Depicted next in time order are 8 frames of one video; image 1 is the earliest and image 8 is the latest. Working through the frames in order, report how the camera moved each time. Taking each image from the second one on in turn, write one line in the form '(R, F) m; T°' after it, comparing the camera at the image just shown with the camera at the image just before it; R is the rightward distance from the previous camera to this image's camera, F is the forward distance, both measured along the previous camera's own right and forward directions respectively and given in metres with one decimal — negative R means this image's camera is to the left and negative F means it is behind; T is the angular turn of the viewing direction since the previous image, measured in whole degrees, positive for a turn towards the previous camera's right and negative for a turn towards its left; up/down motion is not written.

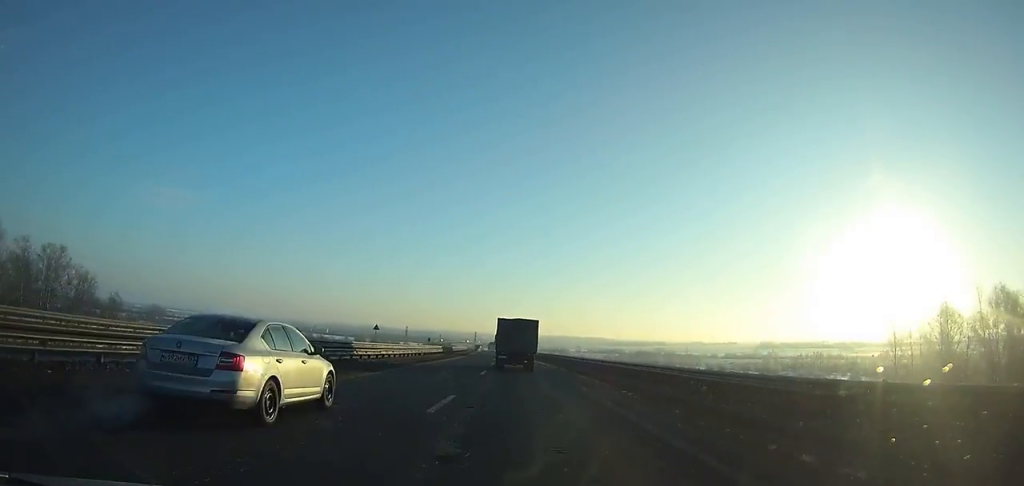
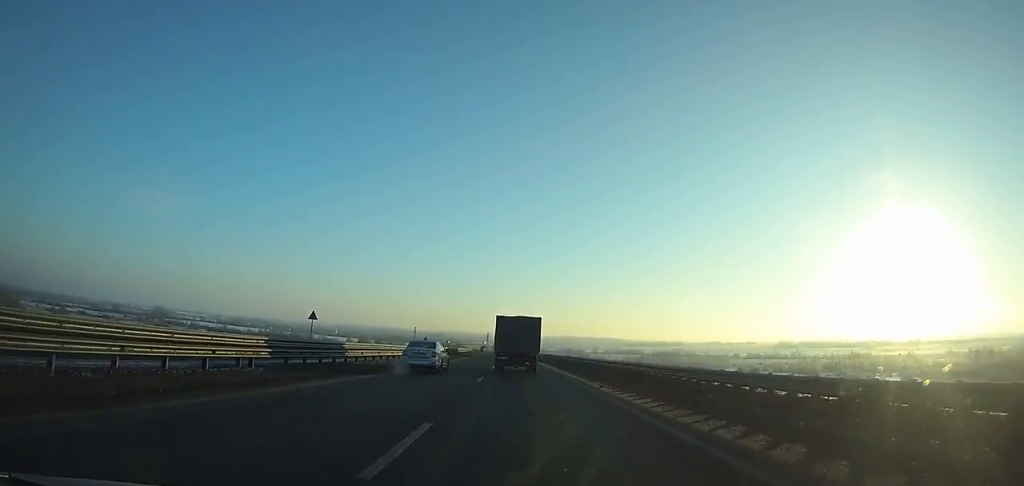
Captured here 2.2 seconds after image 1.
(-0.9, +39.5) m; -2°
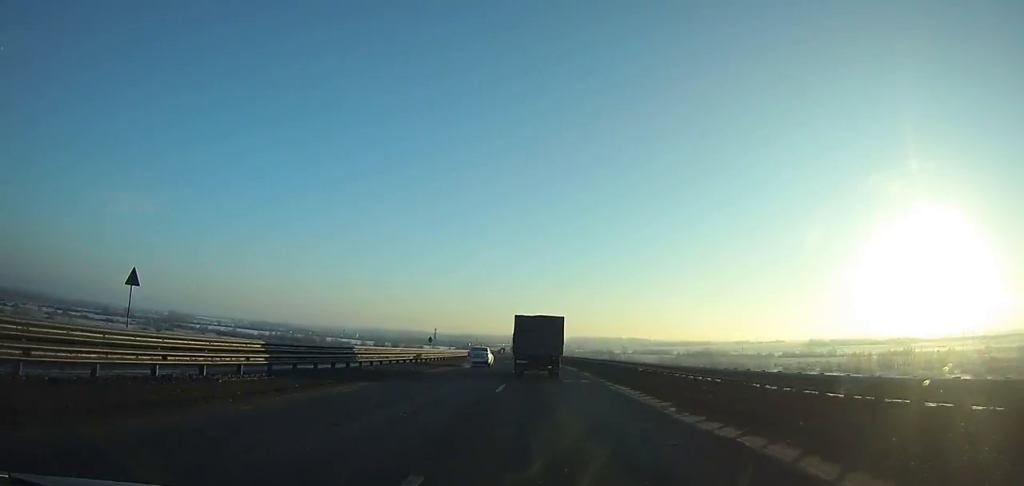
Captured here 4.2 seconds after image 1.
(-0.6, +37.4) m; -1°
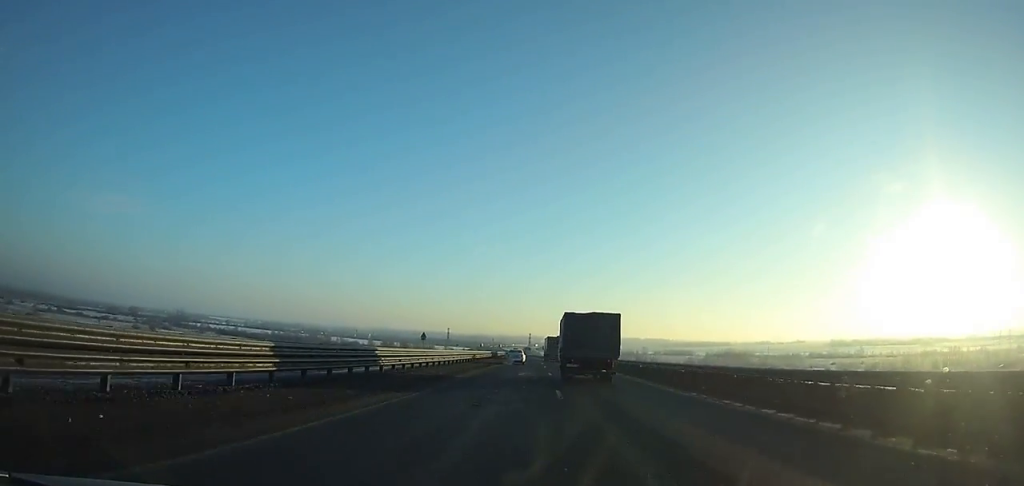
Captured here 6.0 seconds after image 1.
(-0.7, +34.6) m; -1°
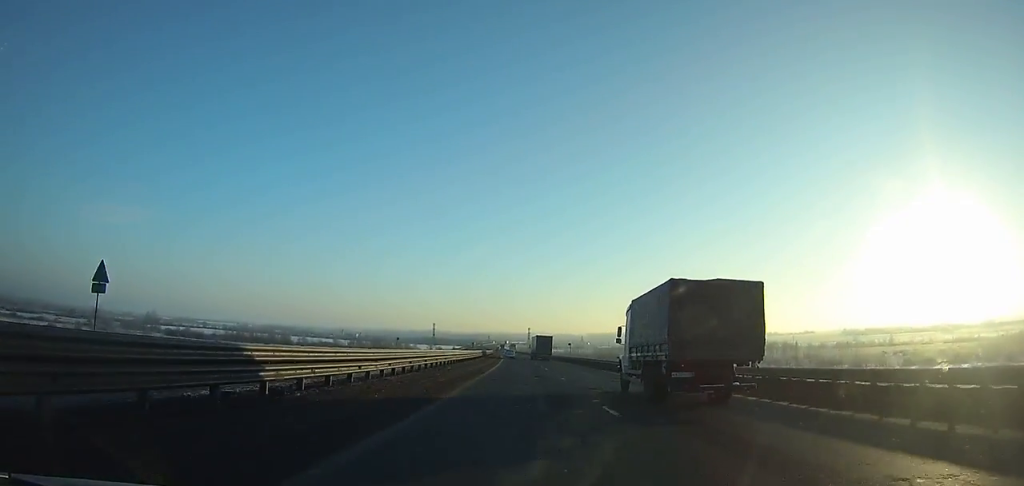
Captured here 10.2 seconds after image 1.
(0.0, +87.2) m; -1°
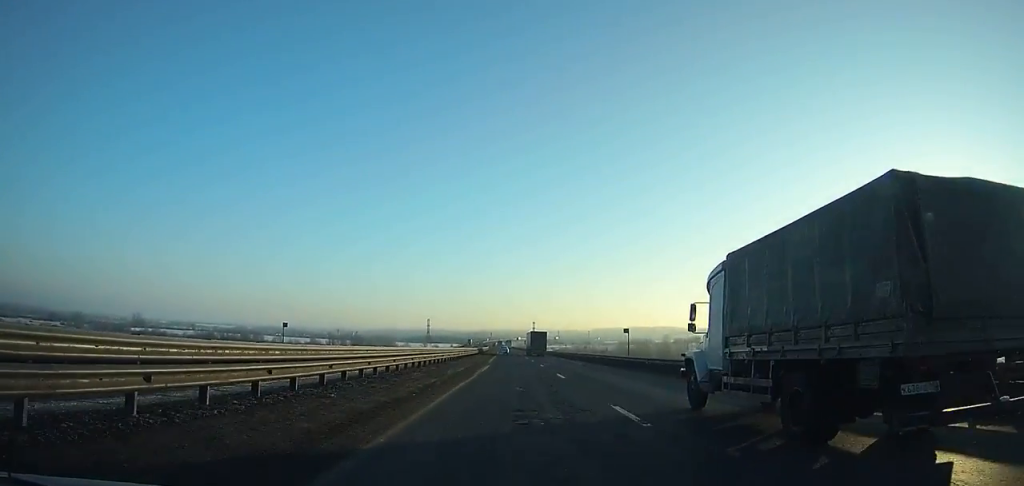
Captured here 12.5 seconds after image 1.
(-0.3, +50.3) m; -1°
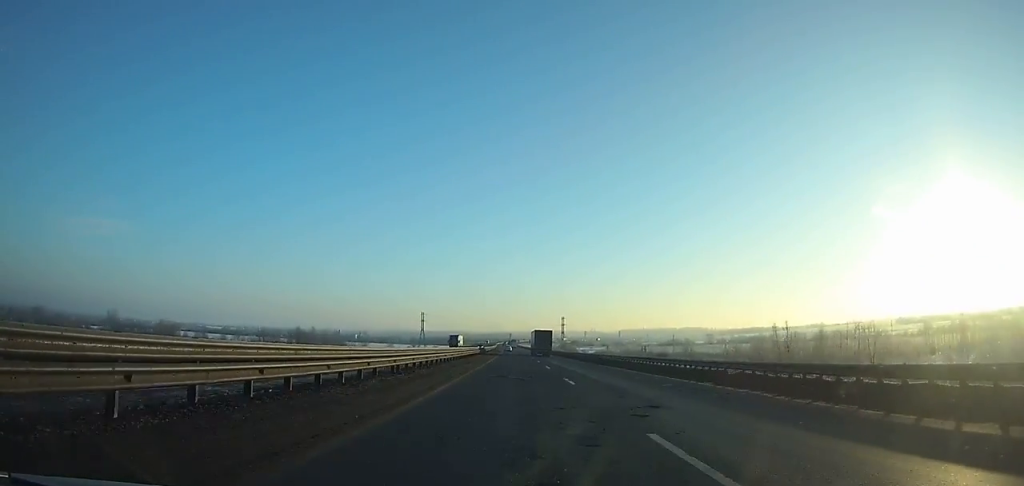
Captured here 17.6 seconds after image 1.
(-1.9, +118.4) m; -2°
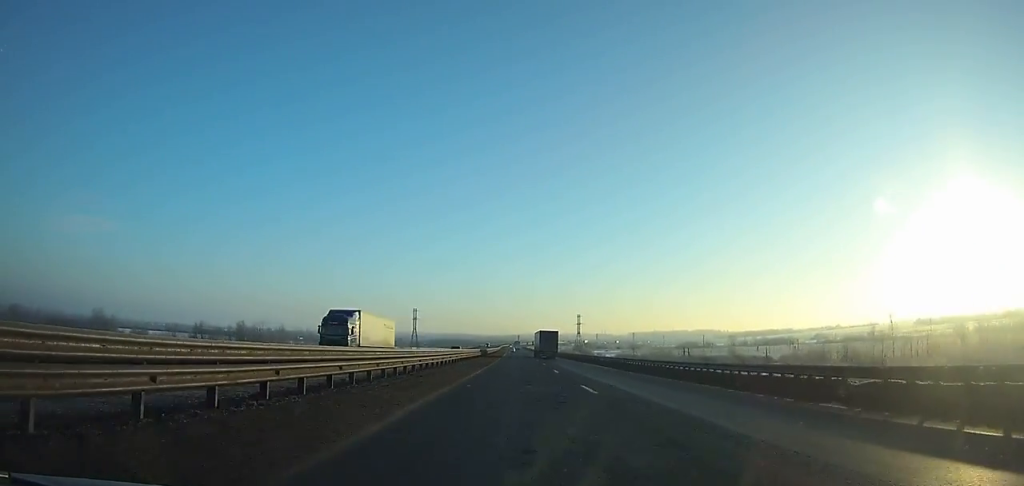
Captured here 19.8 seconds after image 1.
(-0.4, +53.2) m; 0°
